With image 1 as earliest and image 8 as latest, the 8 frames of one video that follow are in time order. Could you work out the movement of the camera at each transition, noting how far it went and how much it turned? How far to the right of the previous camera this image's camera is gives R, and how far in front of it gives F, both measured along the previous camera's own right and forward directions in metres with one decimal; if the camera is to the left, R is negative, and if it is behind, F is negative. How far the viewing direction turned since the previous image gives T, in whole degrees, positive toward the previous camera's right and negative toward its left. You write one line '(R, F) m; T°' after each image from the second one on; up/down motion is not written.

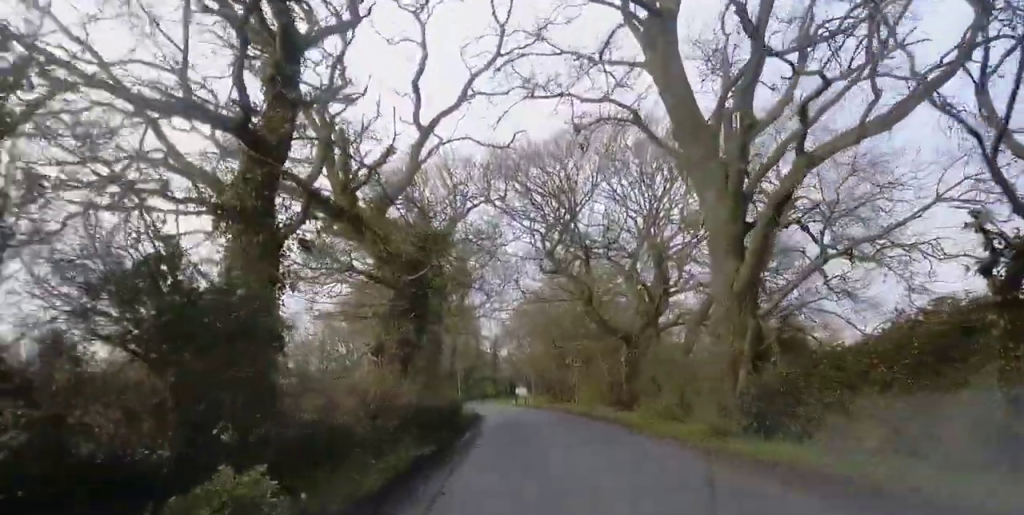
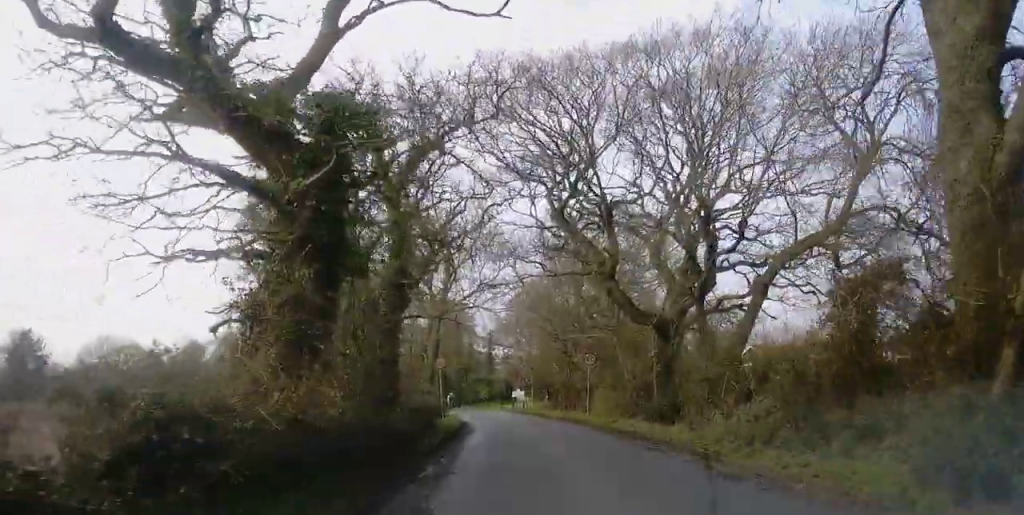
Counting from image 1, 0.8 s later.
(0.0, +9.7) m; 0°
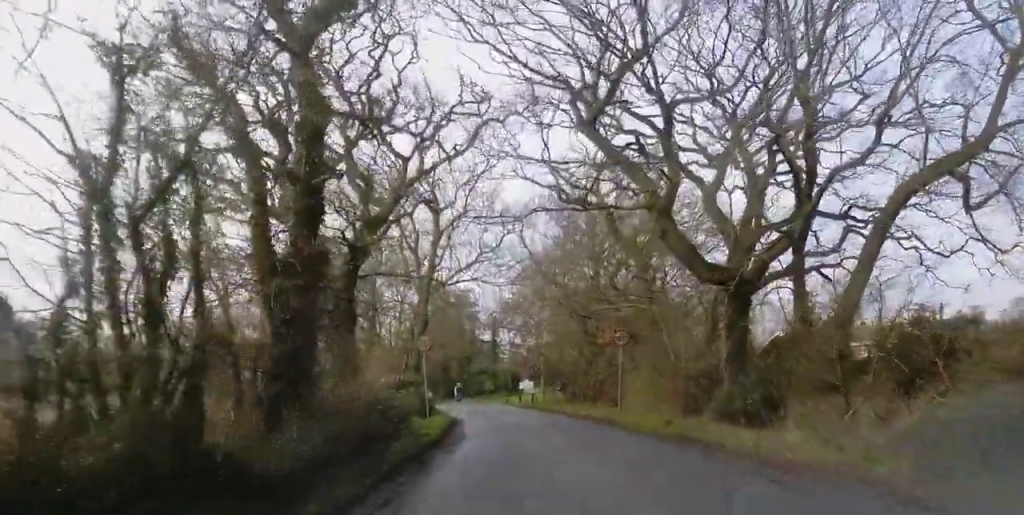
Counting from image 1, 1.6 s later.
(0.0, +9.2) m; +1°
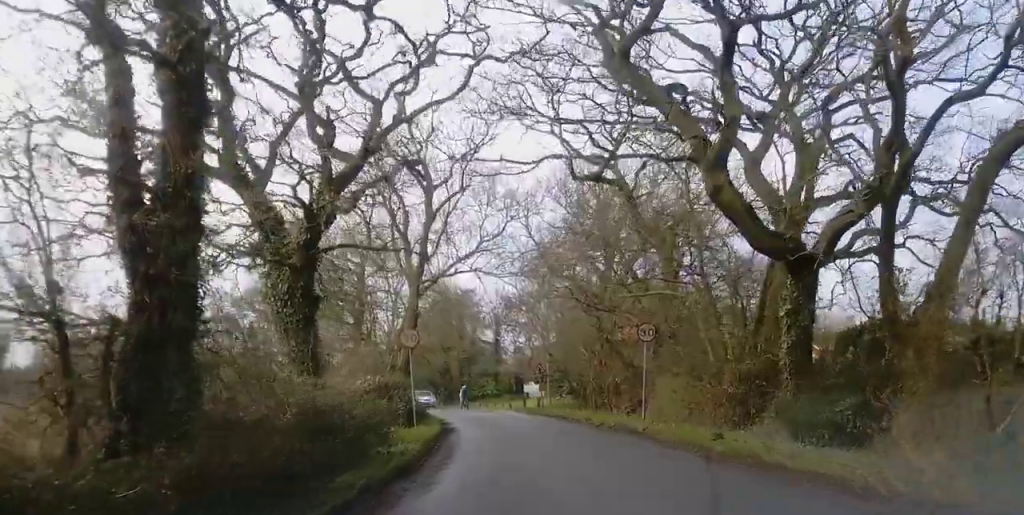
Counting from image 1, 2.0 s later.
(+0.1, +4.6) m; 0°
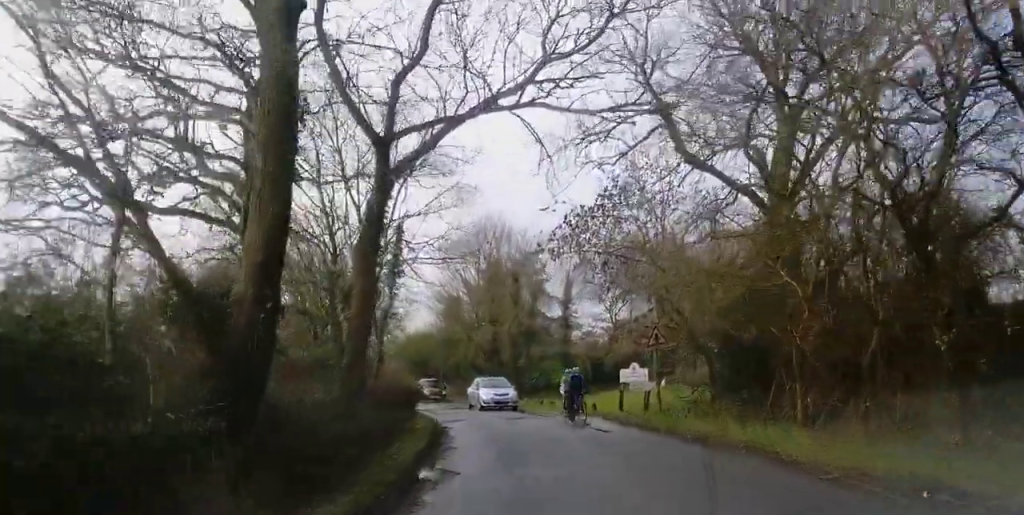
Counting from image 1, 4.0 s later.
(-0.9, +22.0) m; -5°
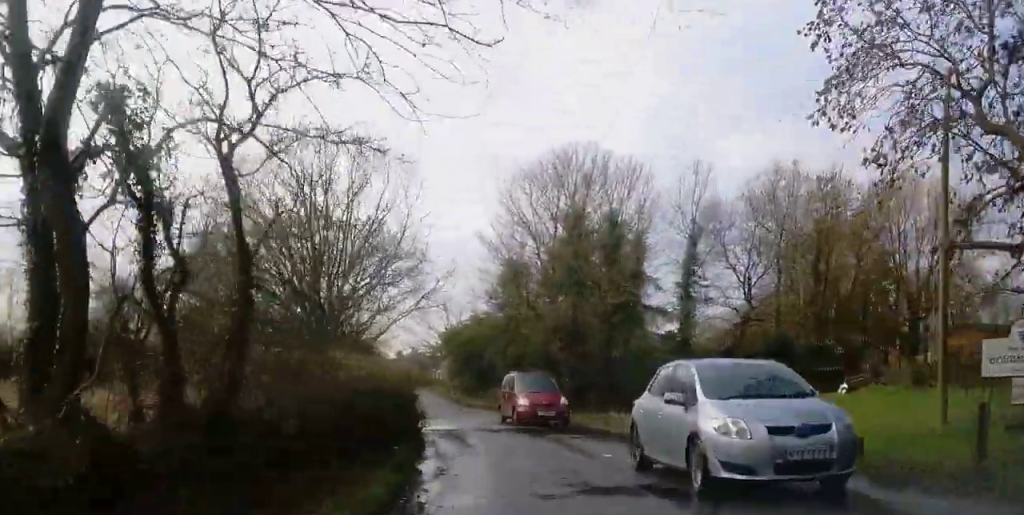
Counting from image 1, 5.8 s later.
(-0.4, +18.5) m; -3°
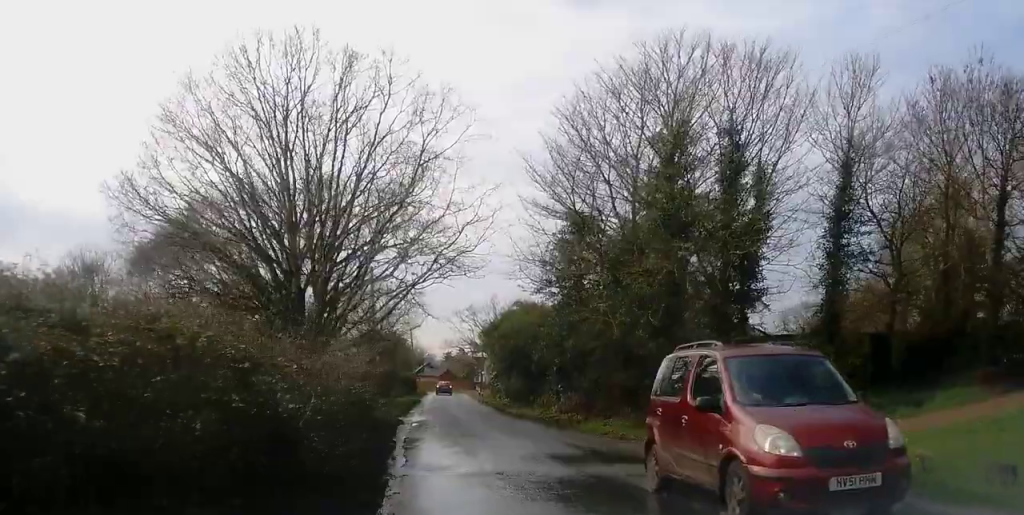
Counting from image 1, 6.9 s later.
(-0.2, +11.9) m; -3°
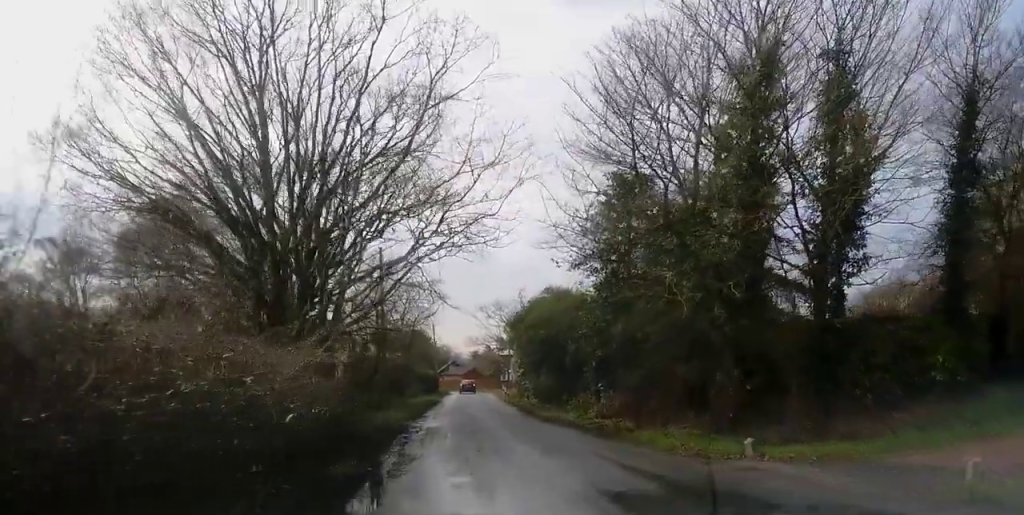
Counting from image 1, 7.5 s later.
(+0.1, +5.7) m; -2°
